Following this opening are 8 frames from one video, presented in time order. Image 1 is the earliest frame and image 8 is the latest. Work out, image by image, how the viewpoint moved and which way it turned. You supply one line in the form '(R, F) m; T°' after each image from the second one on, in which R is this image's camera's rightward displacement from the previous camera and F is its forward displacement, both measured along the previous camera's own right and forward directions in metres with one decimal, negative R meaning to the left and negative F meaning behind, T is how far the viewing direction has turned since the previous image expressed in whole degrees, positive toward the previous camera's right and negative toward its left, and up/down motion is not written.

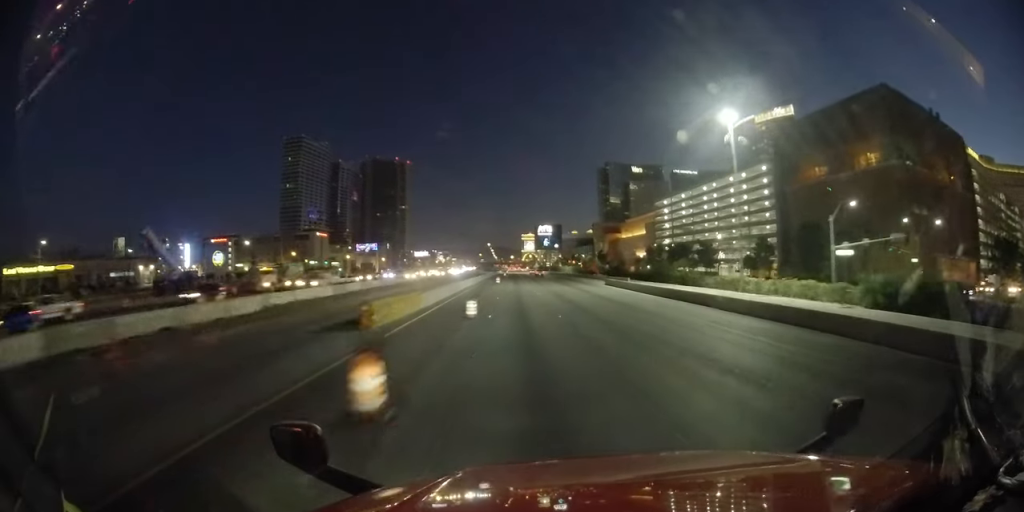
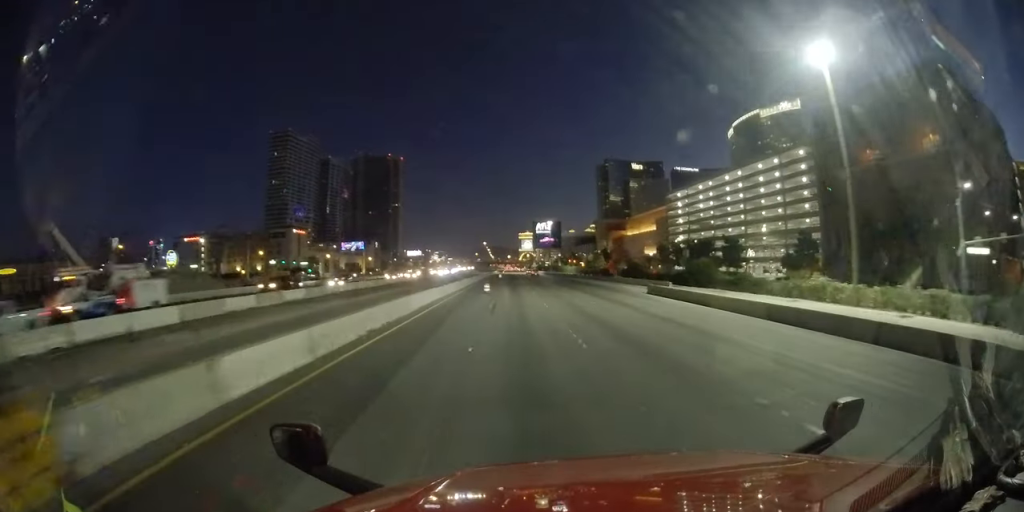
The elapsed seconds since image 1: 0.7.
(0.0, +19.5) m; +1°
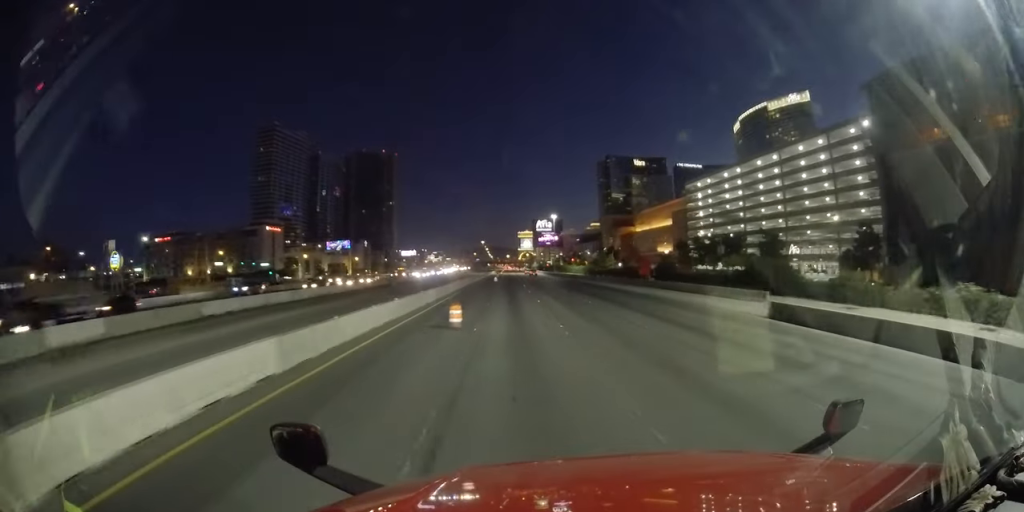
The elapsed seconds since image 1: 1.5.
(+0.2, +20.4) m; +1°
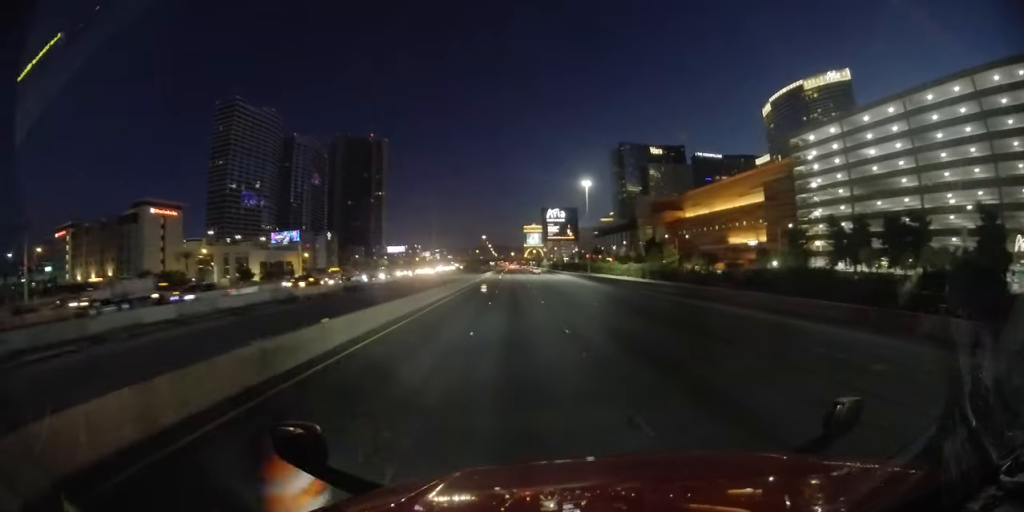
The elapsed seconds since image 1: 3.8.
(-0.1, +62.3) m; 0°
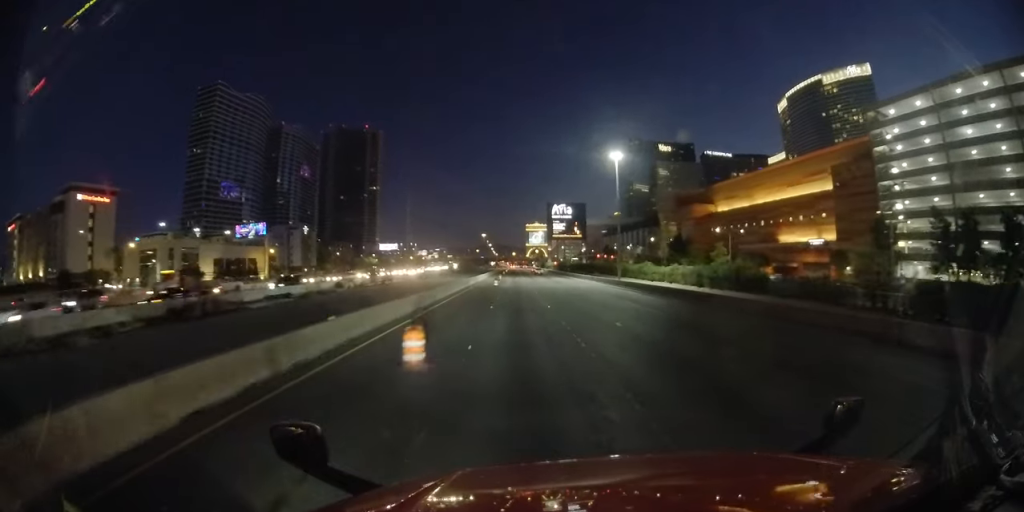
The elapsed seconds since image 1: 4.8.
(0.0, +26.8) m; 0°
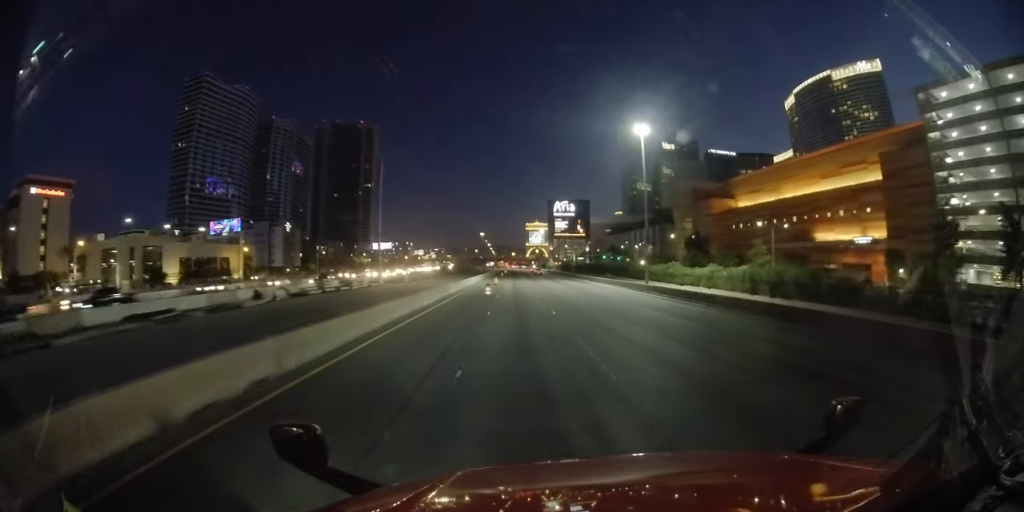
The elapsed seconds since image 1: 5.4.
(+0.1, +15.3) m; -1°
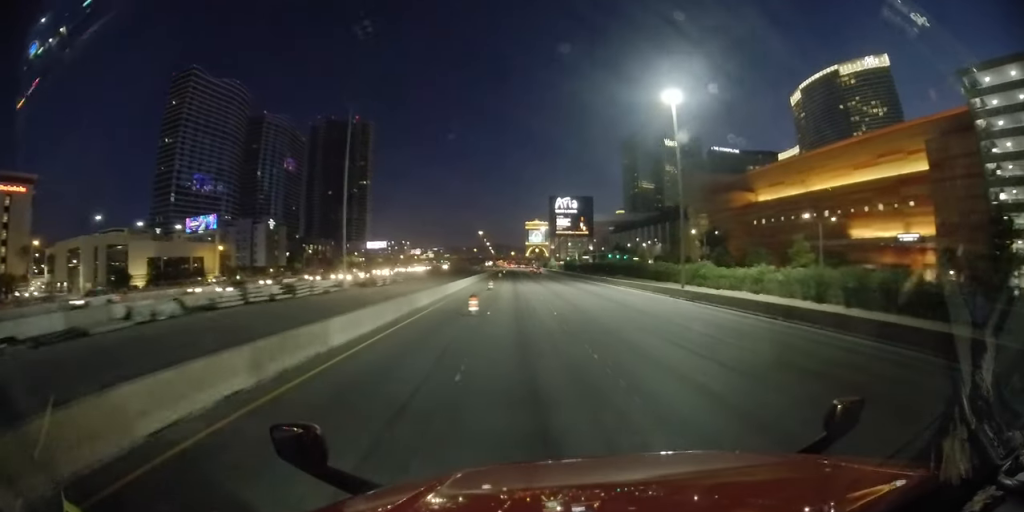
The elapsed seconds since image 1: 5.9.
(-0.2, +12.6) m; 0°
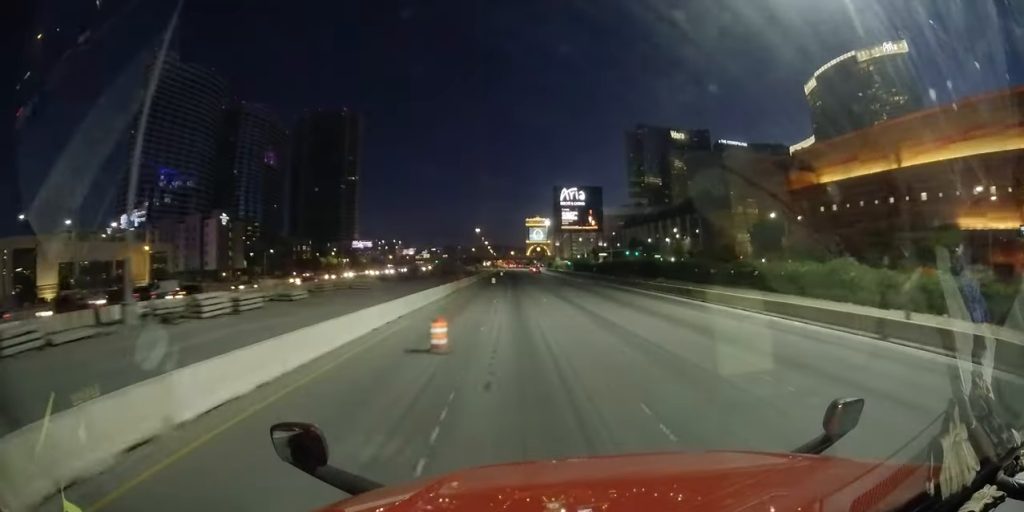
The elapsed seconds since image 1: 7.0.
(0.0, +29.6) m; +1°
